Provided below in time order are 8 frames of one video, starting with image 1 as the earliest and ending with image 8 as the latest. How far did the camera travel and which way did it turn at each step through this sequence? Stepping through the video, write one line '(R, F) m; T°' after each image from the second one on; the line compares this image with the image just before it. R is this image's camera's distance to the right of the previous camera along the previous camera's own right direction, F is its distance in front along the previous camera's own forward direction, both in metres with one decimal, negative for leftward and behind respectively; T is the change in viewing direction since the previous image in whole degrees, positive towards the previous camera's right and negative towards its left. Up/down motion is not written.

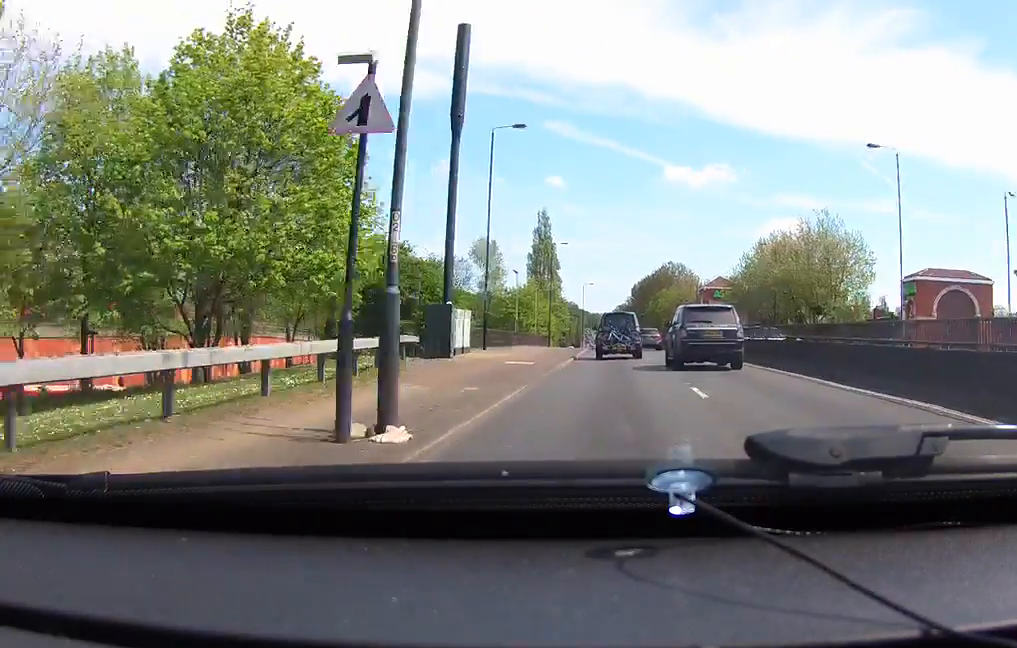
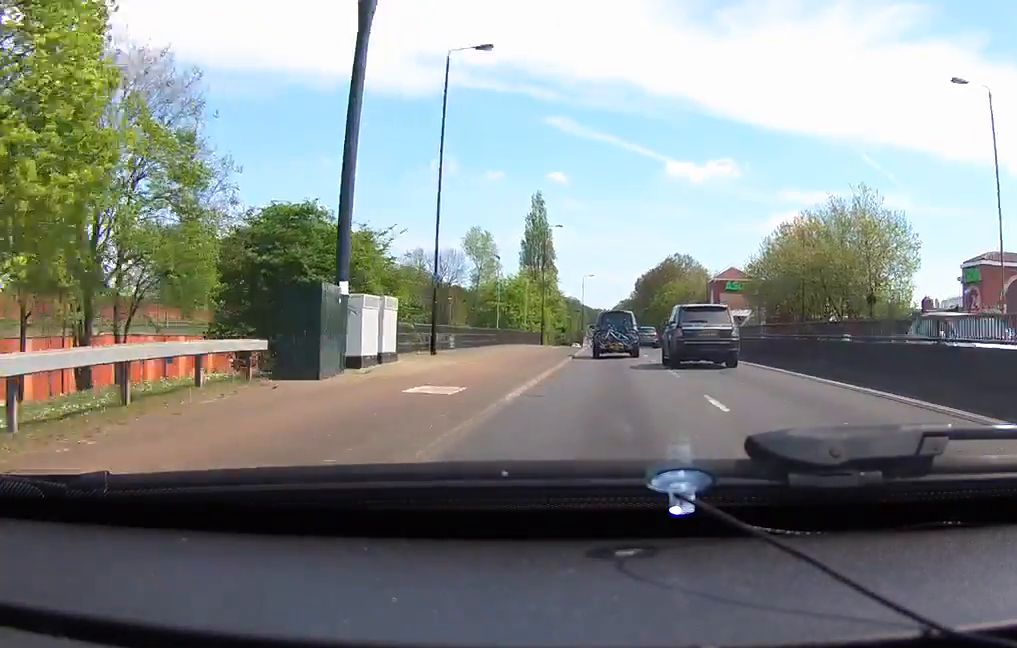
(0.0, +11.1) m; 0°
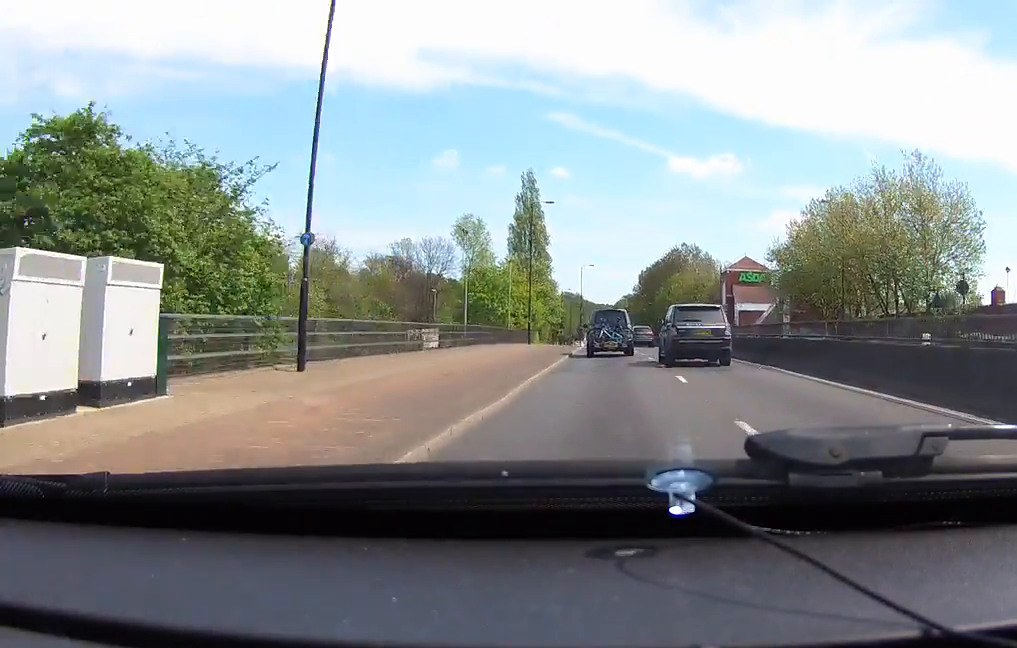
(0.0, +11.7) m; 0°
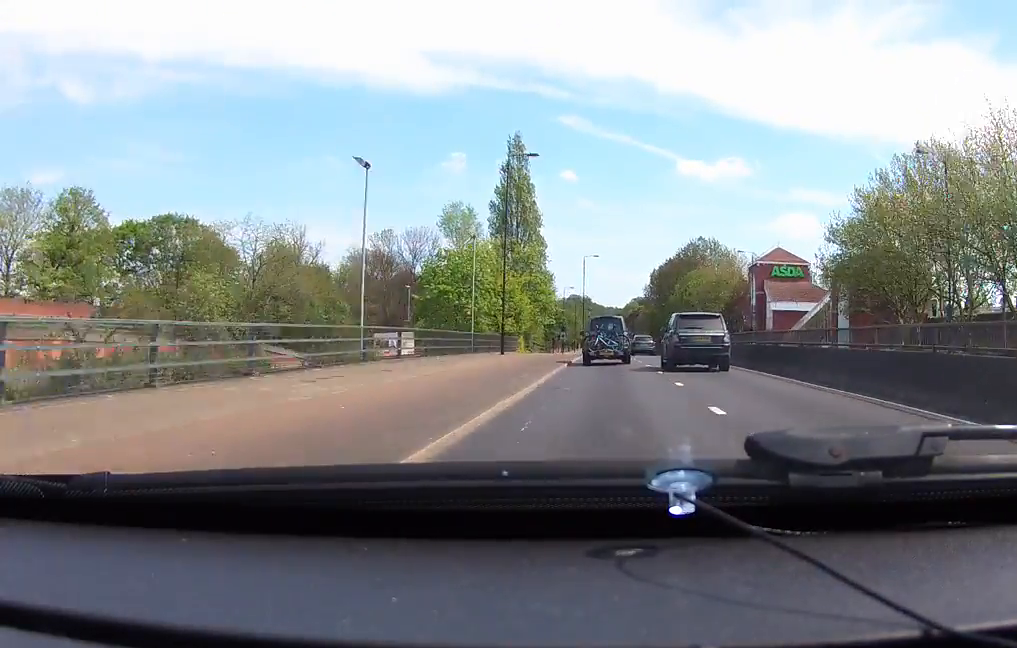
(0.0, +17.8) m; -2°
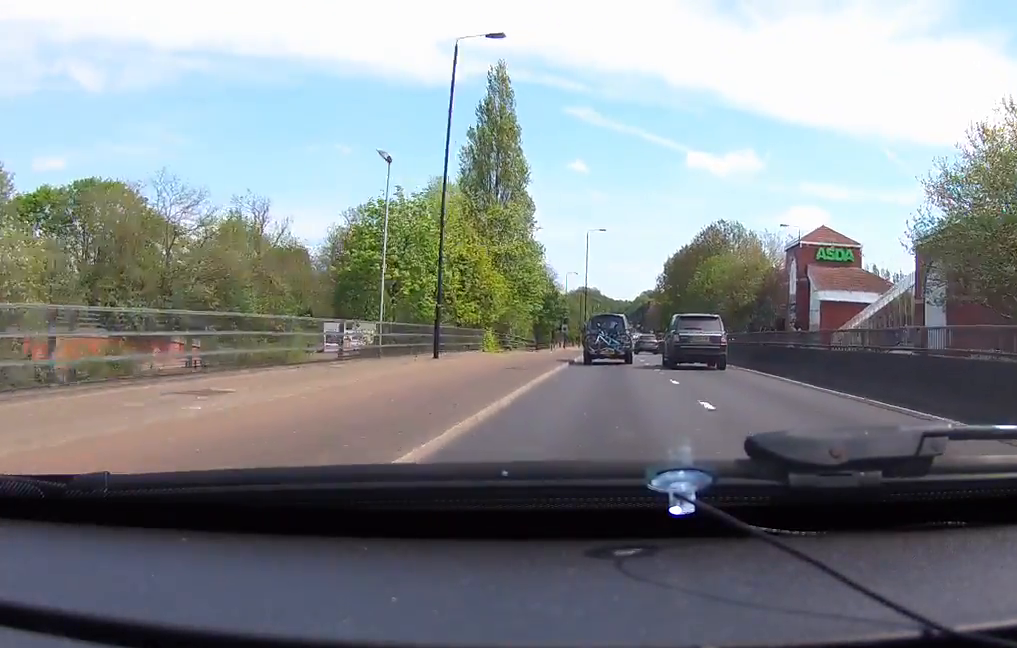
(-0.4, +17.4) m; -1°
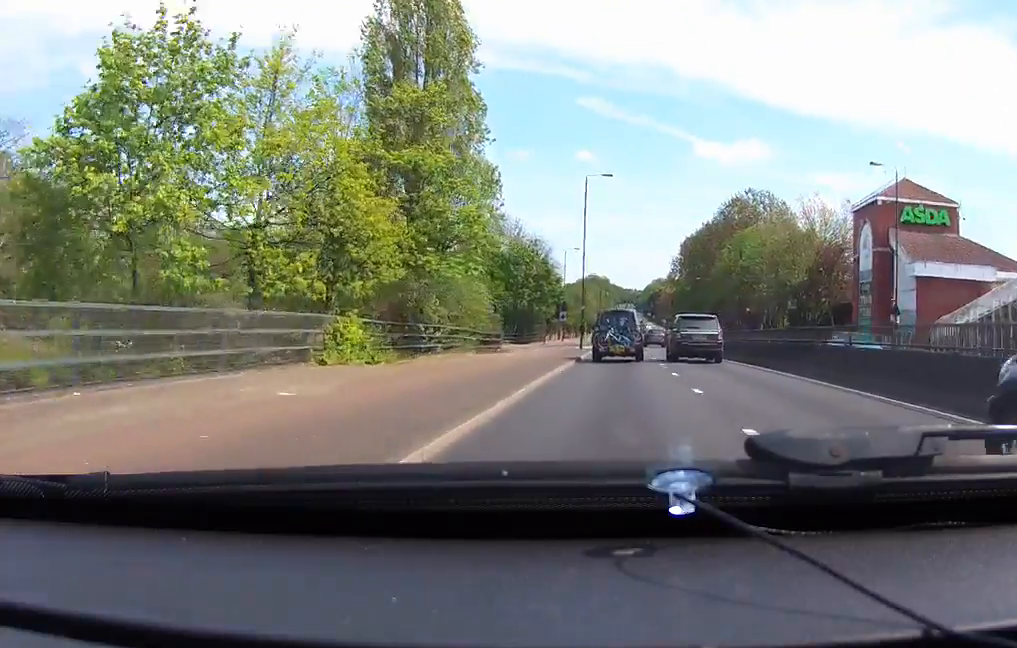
(0.0, +21.8) m; 0°
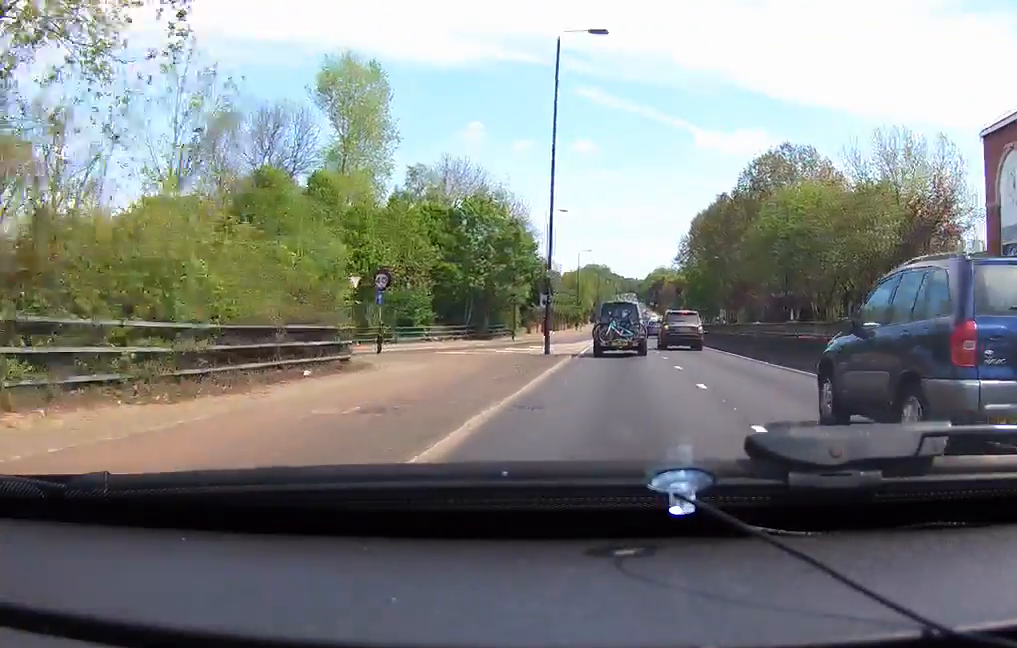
(0.0, +24.0) m; 0°
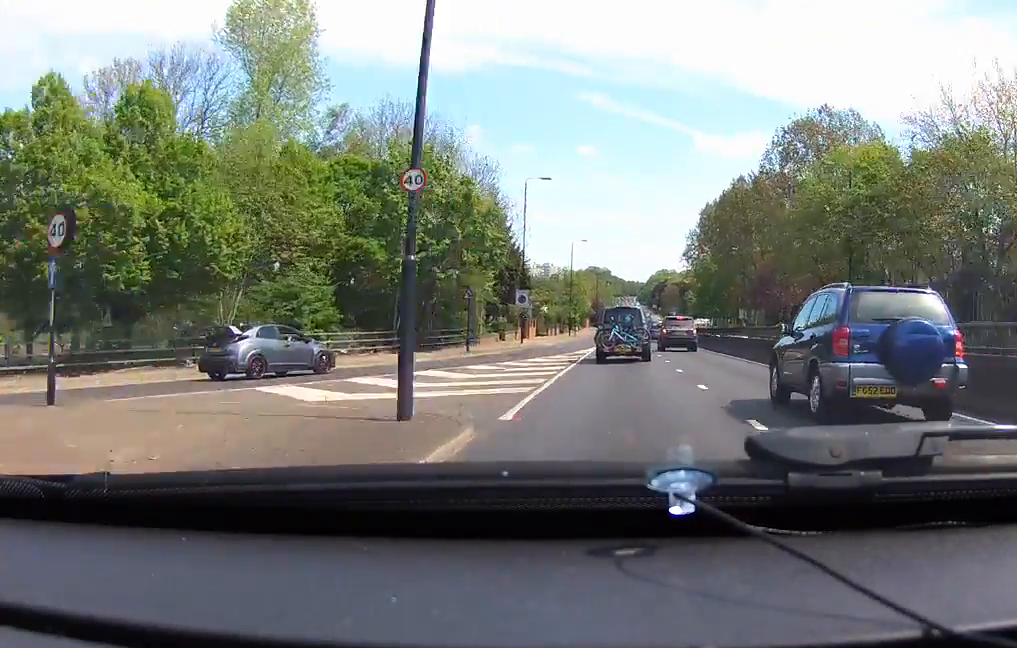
(0.0, +17.3) m; -1°
